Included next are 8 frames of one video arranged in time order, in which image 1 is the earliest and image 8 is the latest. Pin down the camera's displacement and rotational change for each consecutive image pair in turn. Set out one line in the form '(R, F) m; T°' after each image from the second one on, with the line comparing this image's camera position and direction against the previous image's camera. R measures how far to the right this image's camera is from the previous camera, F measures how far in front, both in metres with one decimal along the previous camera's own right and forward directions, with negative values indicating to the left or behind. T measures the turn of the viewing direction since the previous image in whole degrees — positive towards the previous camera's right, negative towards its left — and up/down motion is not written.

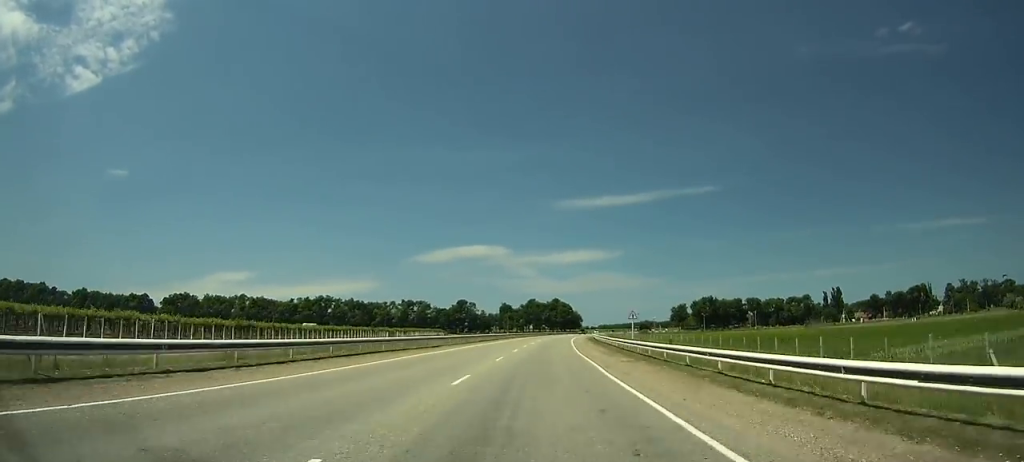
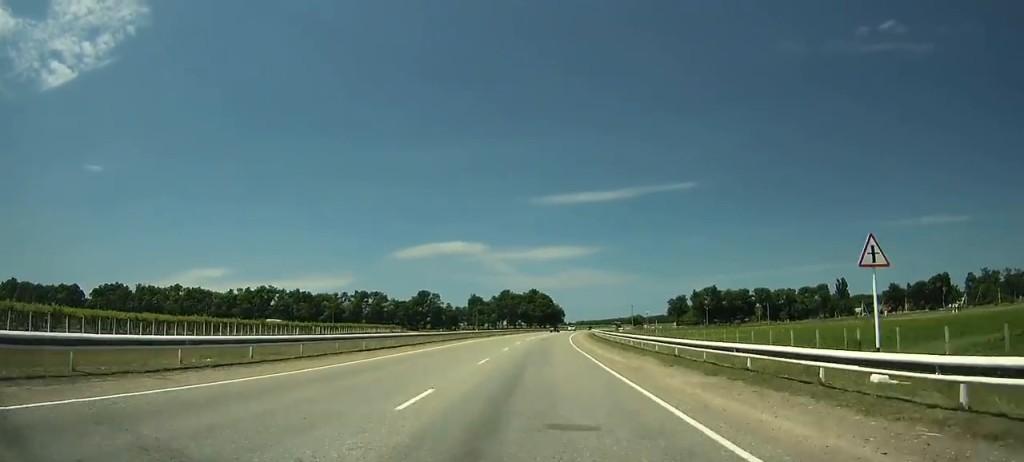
(+0.6, +37.3) m; +2°
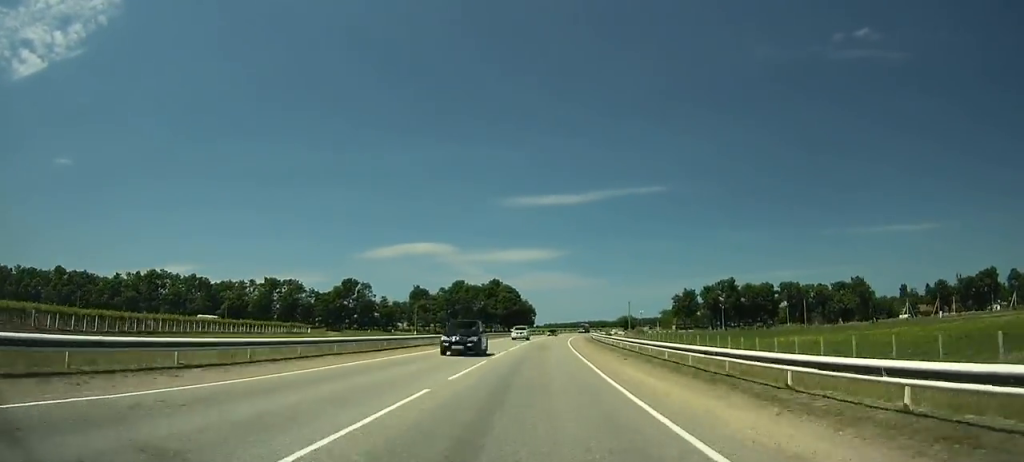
(+0.4, +56.6) m; +3°
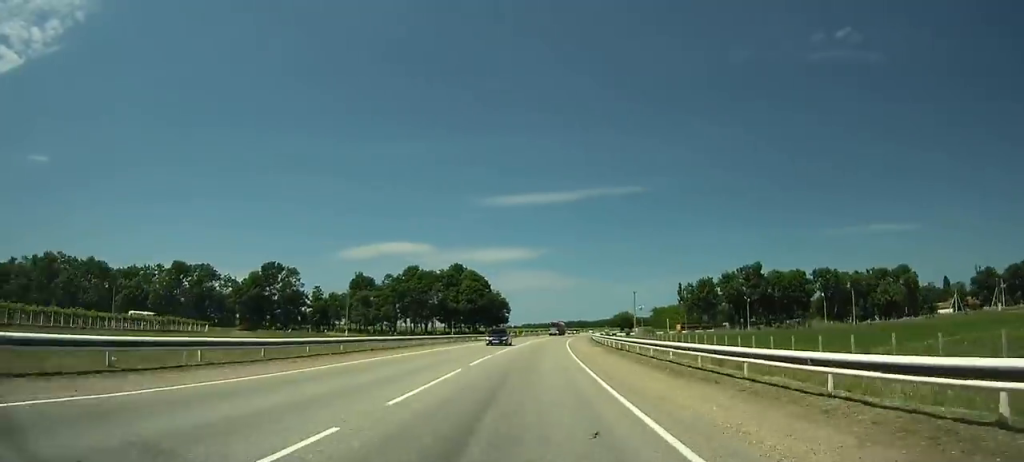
(+1.9, +38.1) m; +2°
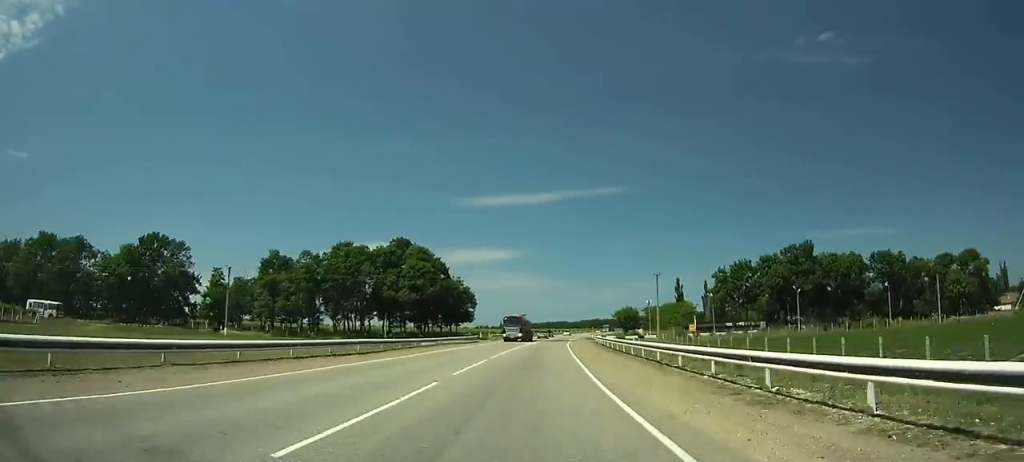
(+1.3, +38.0) m; +2°
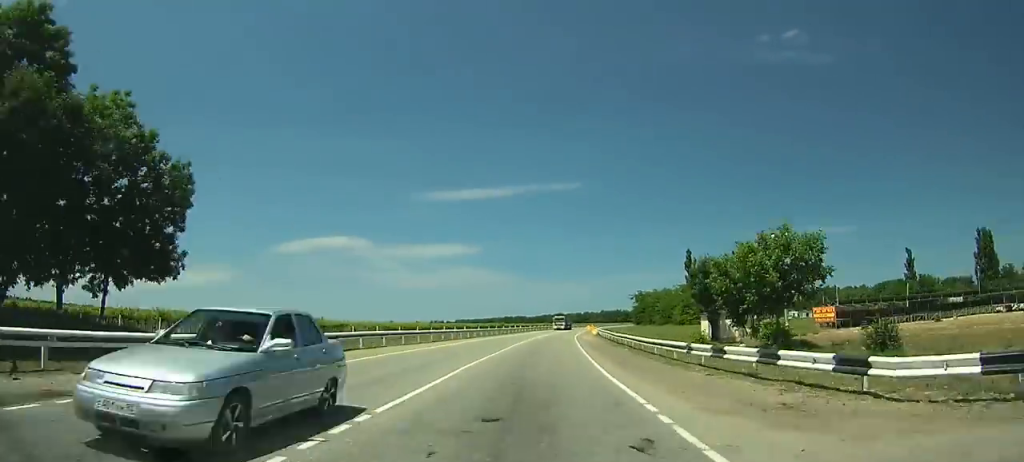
(+0.7, +82.1) m; +4°
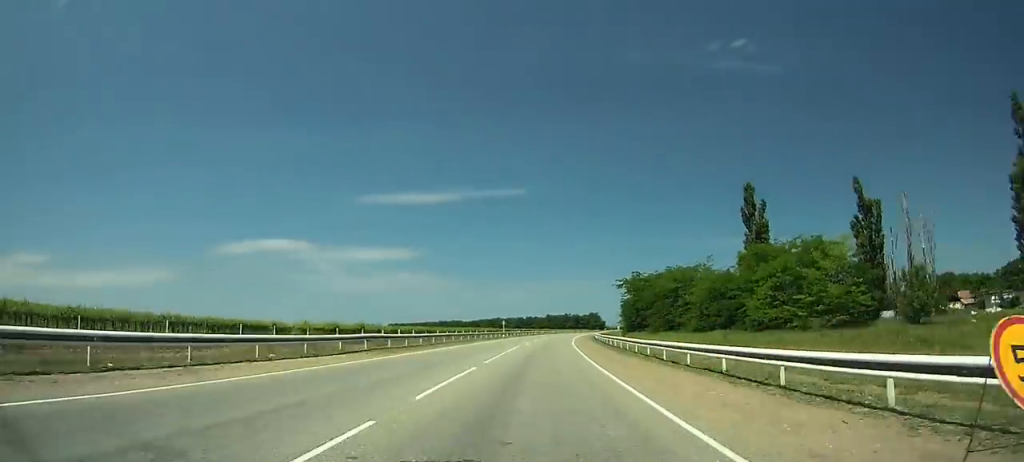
(+6.1, +93.5) m; +7°
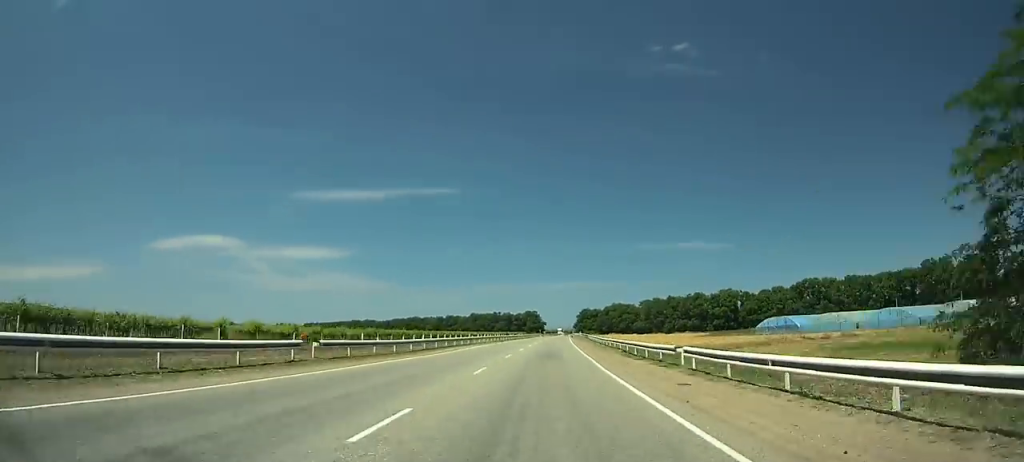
(+8.1, +119.9) m; +7°
